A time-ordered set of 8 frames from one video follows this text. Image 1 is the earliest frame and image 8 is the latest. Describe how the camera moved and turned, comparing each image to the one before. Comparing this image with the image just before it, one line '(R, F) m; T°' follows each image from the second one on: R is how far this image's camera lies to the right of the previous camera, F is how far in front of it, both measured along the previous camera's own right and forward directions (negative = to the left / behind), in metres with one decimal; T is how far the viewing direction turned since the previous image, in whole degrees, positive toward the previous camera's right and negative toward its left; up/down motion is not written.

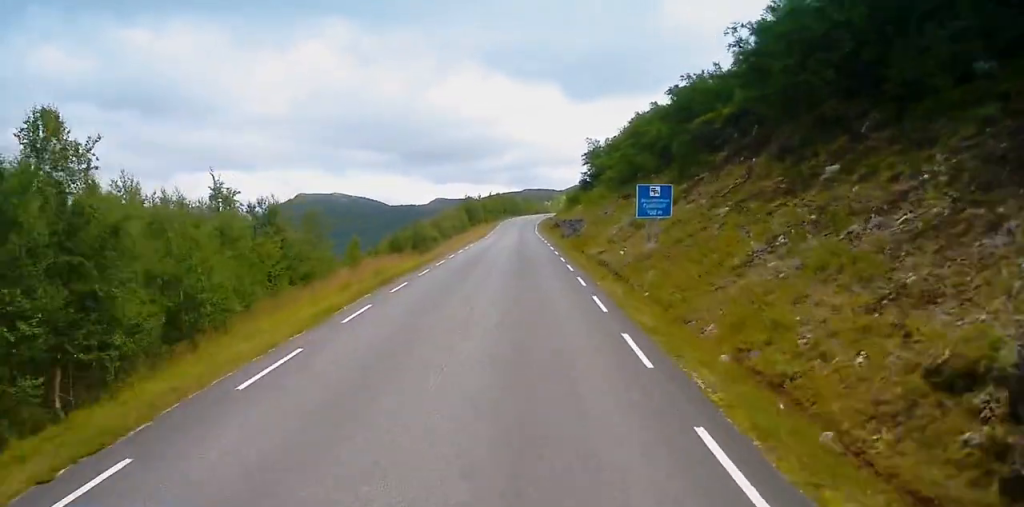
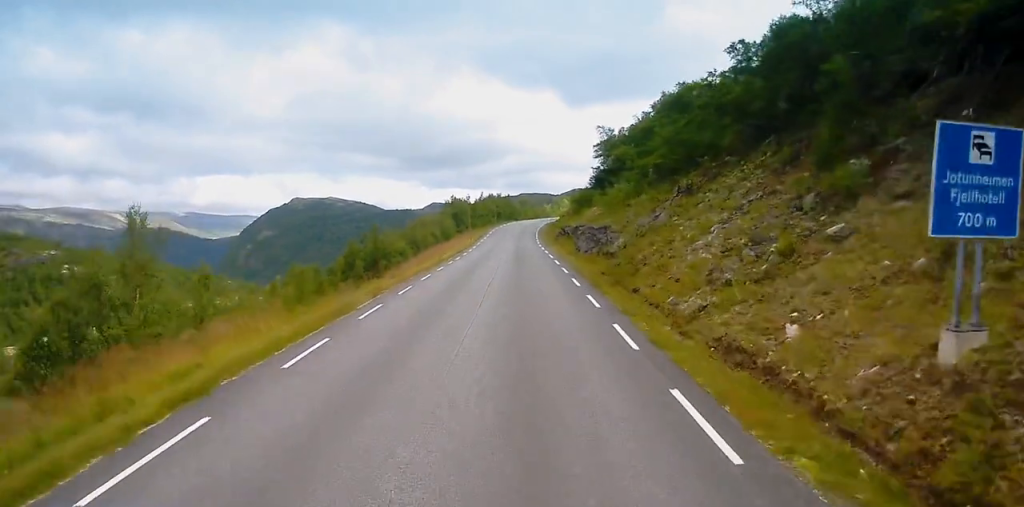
(+0.9, +22.2) m; +3°
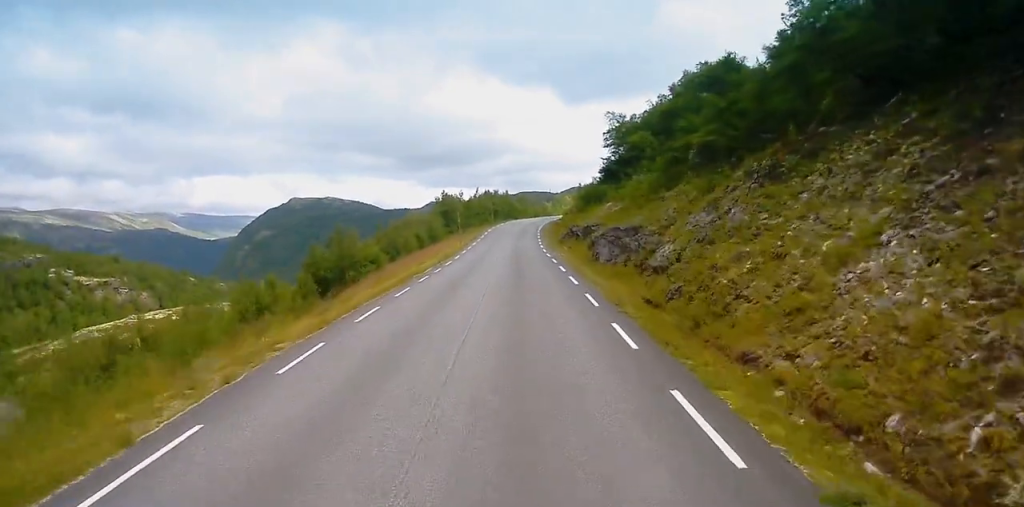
(+0.1, +12.2) m; 0°
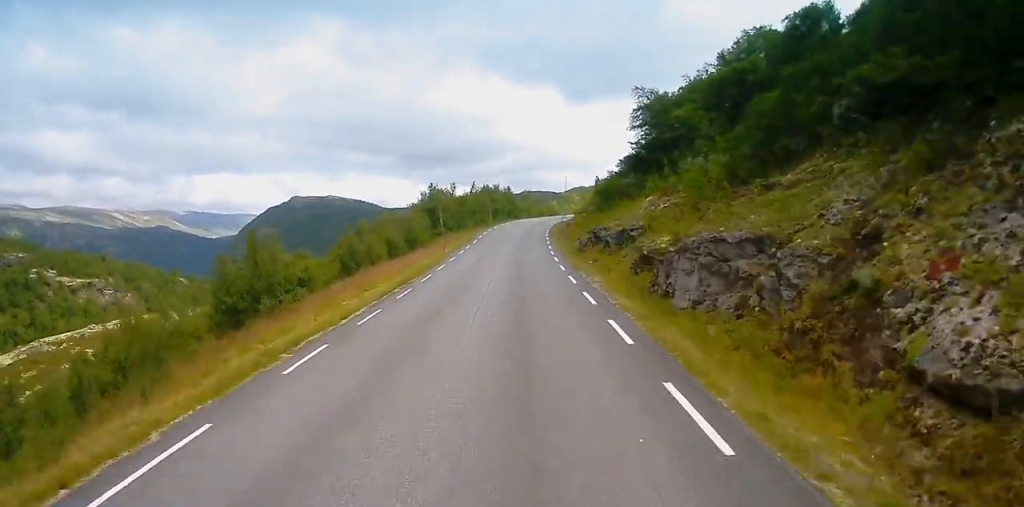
(-0.4, +17.7) m; -2°
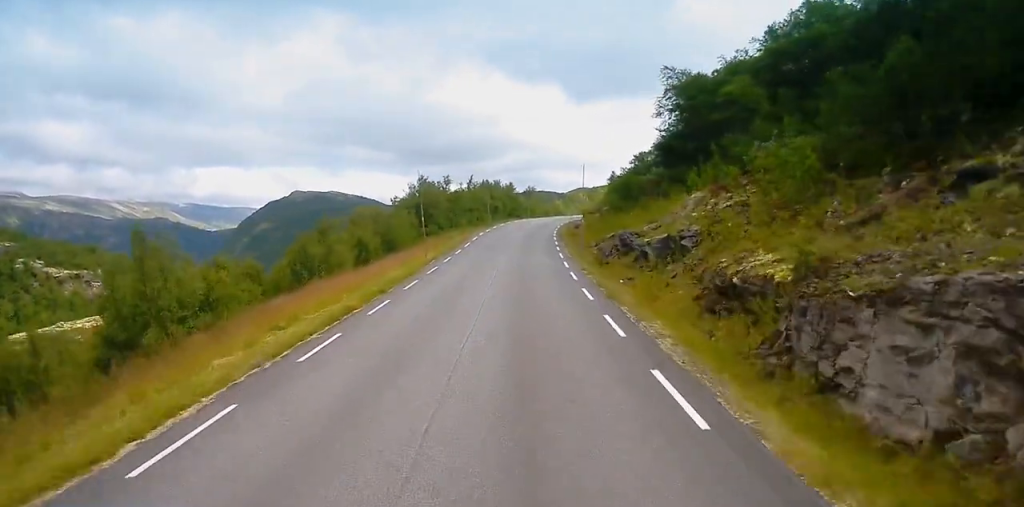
(-0.2, +11.2) m; 0°
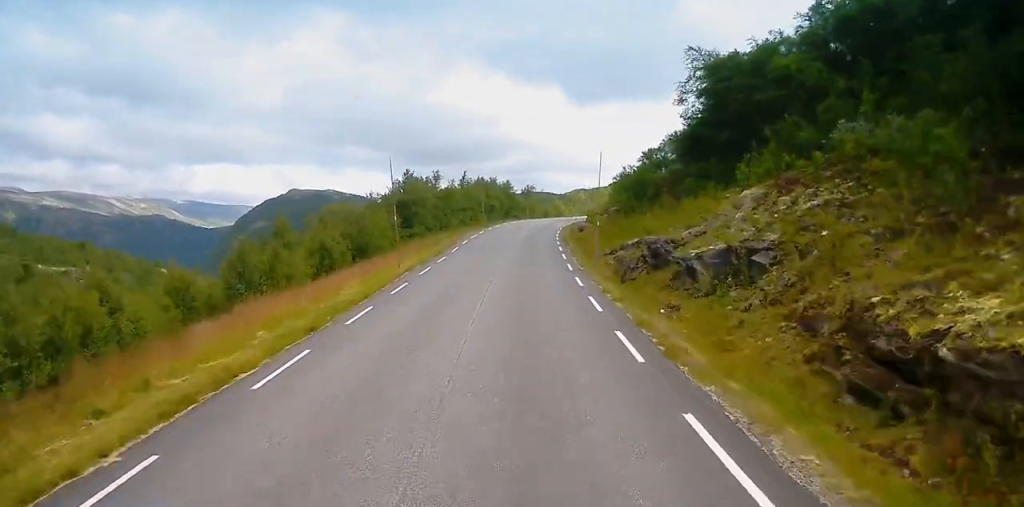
(+0.2, +8.5) m; +1°
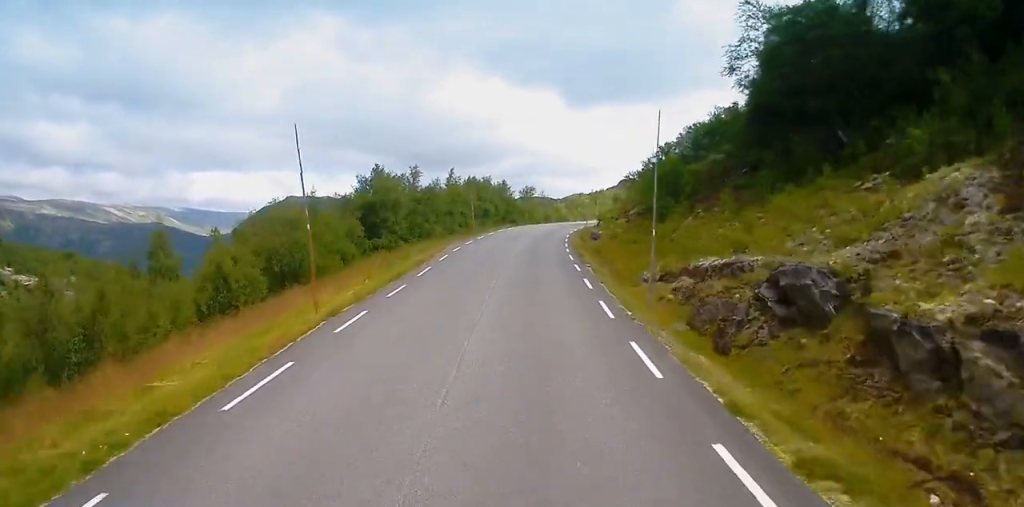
(+0.1, +13.2) m; +1°
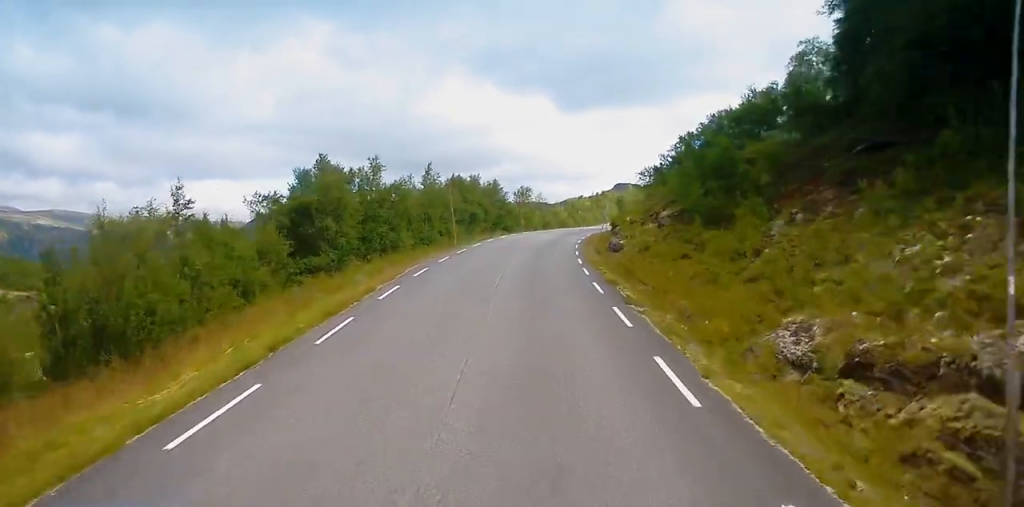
(+0.1, +13.6) m; +1°
